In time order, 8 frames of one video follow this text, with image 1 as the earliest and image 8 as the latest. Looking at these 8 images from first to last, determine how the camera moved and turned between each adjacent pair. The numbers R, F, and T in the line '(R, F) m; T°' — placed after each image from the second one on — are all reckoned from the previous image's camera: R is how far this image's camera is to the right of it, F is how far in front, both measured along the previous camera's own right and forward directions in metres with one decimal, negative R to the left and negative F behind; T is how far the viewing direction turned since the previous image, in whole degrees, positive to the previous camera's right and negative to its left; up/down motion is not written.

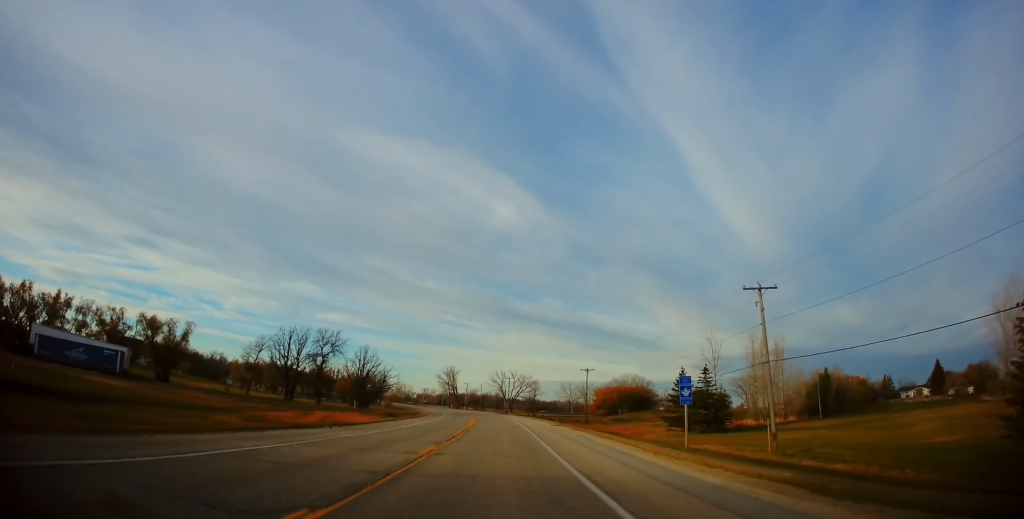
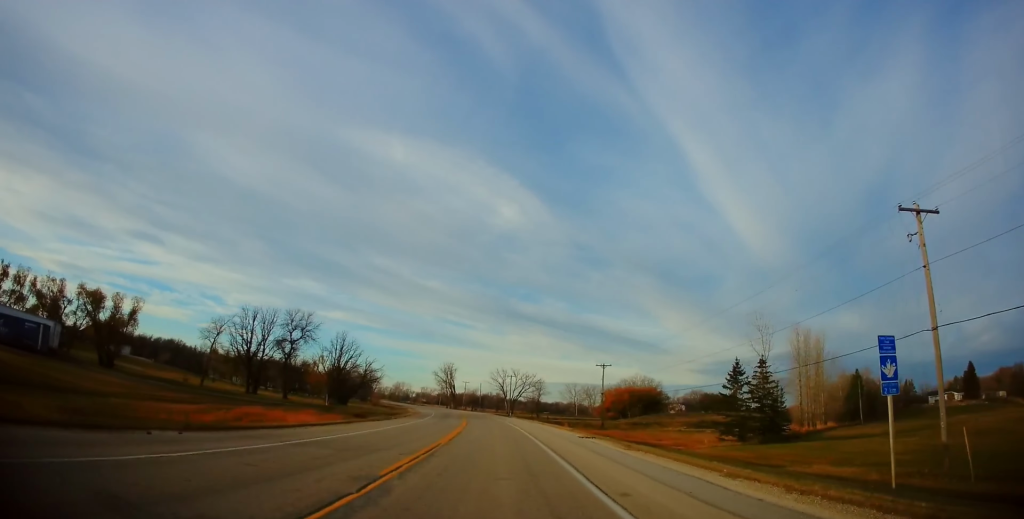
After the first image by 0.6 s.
(+0.5, +15.5) m; +5°
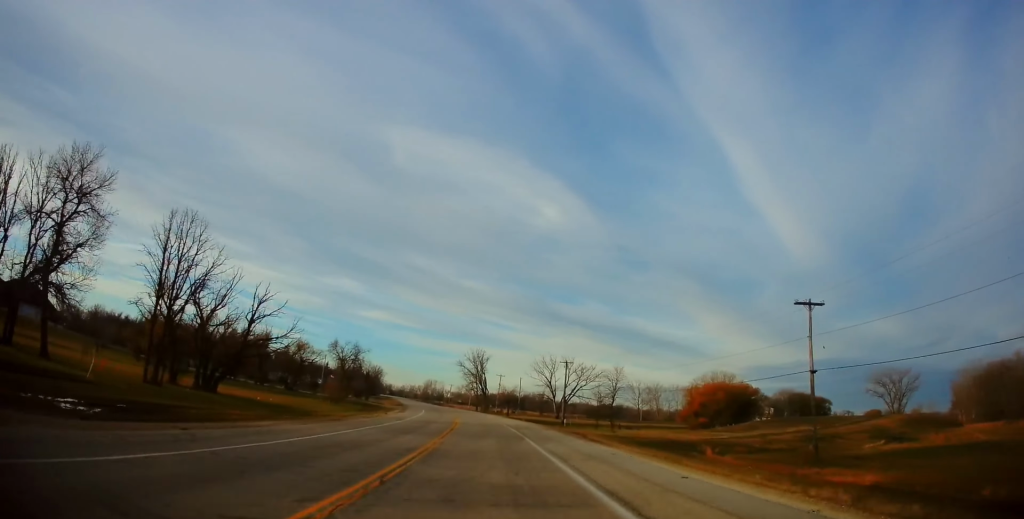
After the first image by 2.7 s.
(0.0, +53.3) m; -10°
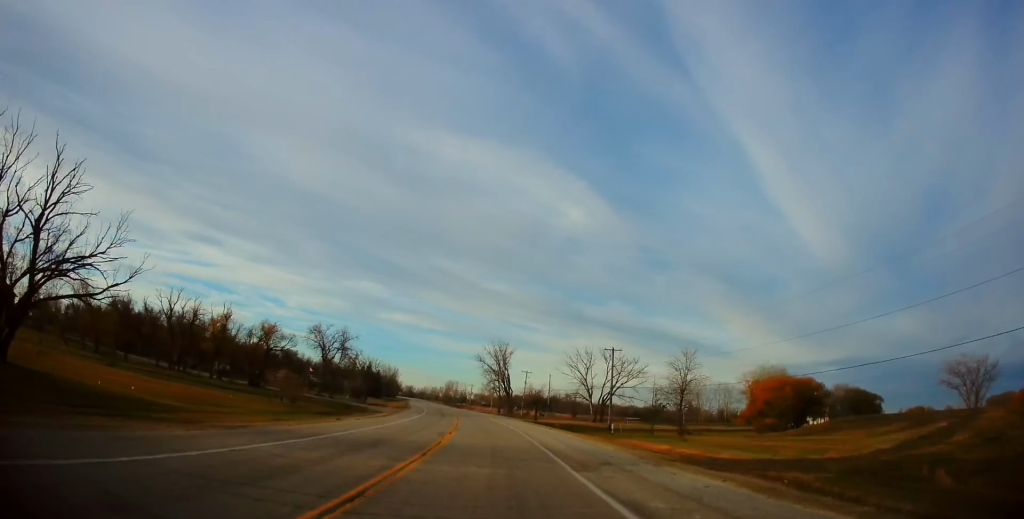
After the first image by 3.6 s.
(-0.9, +23.2) m; -2°
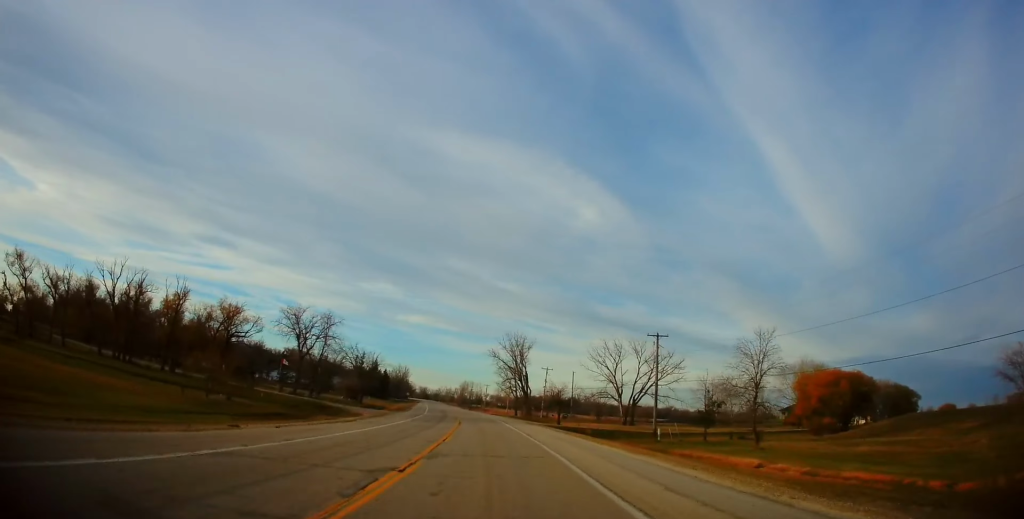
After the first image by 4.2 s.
(+0.1, +15.6) m; -1°
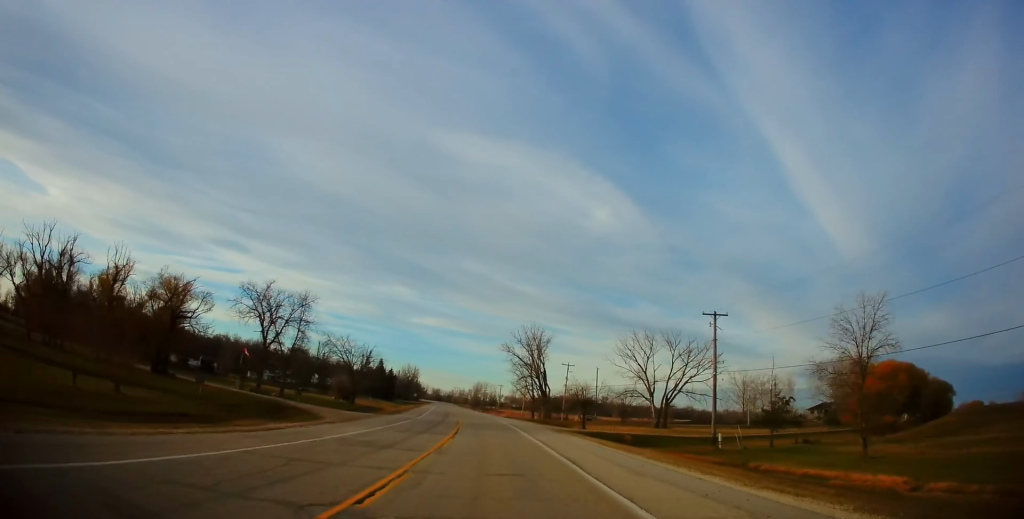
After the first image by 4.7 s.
(-0.2, +13.8) m; -1°
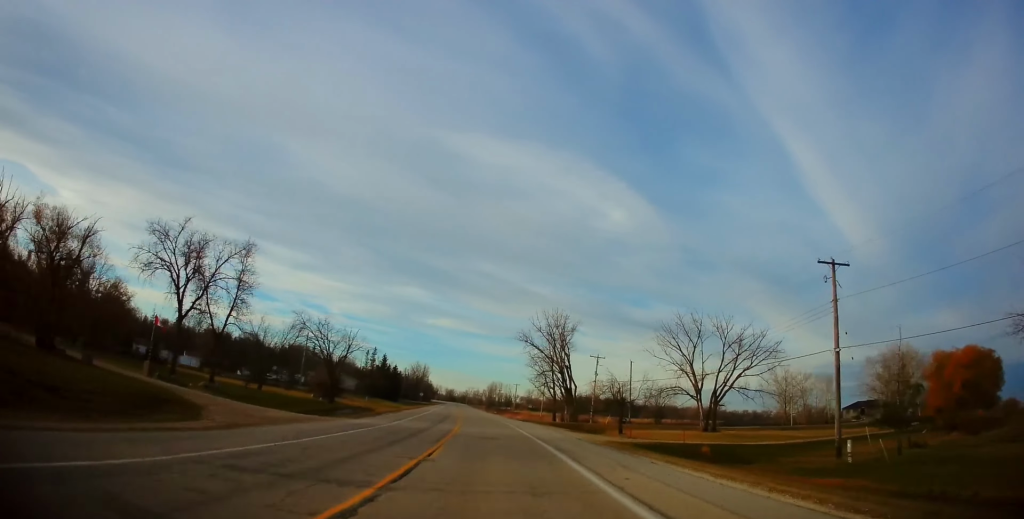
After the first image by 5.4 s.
(-0.1, +17.3) m; -2°
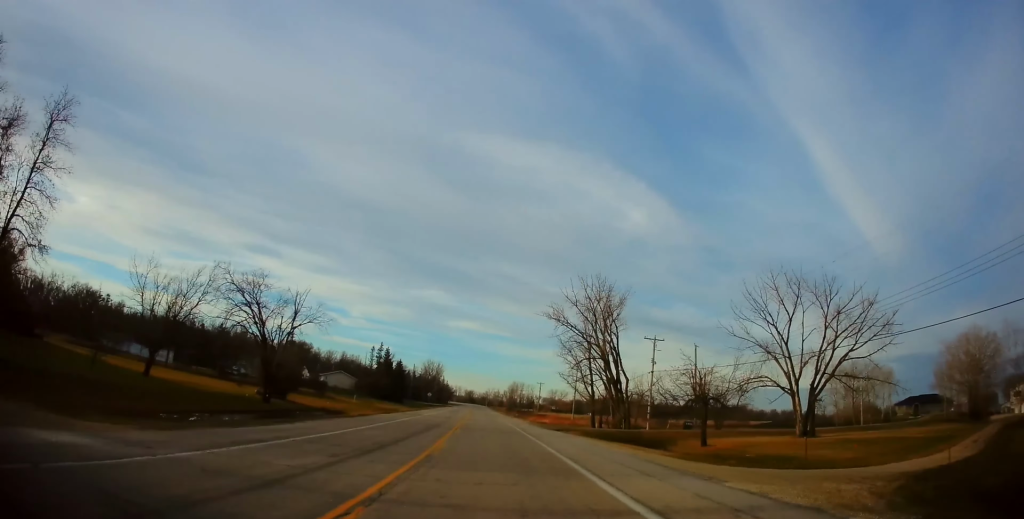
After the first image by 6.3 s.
(-0.6, +23.2) m; -3°
